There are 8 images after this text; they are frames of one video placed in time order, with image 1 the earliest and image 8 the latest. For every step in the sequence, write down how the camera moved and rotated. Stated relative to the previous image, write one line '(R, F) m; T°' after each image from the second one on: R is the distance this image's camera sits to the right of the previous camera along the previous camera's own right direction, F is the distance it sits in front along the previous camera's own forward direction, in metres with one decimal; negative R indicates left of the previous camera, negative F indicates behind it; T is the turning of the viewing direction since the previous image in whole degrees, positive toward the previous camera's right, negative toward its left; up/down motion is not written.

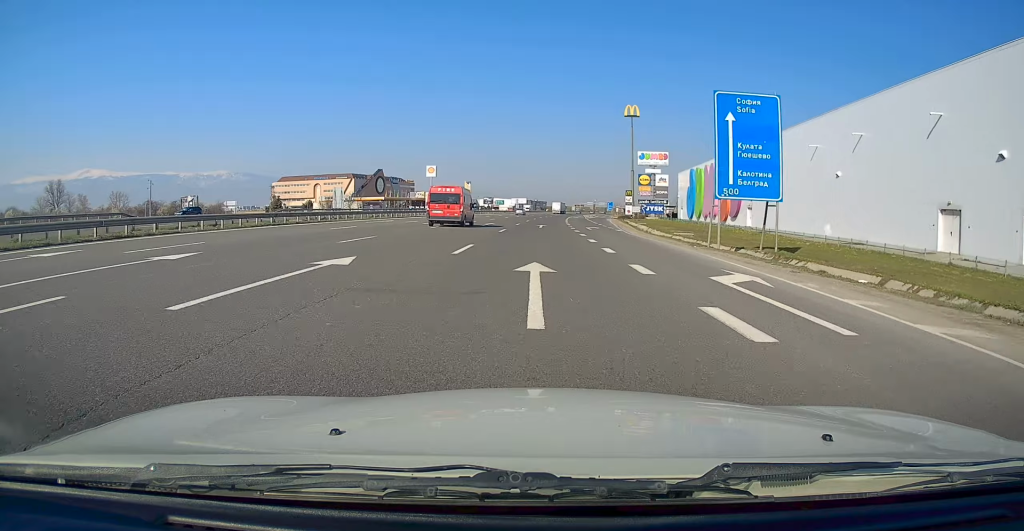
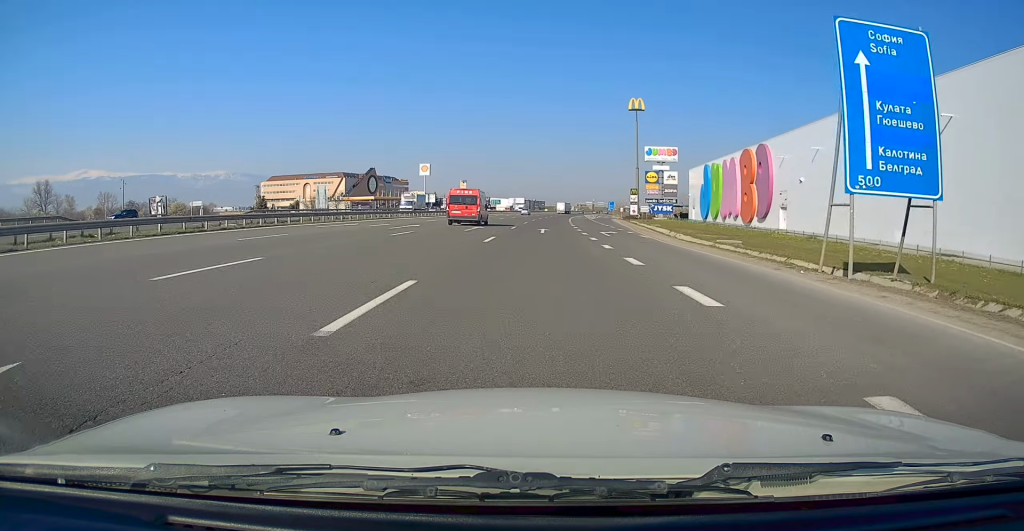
(0.0, +10.0) m; 0°
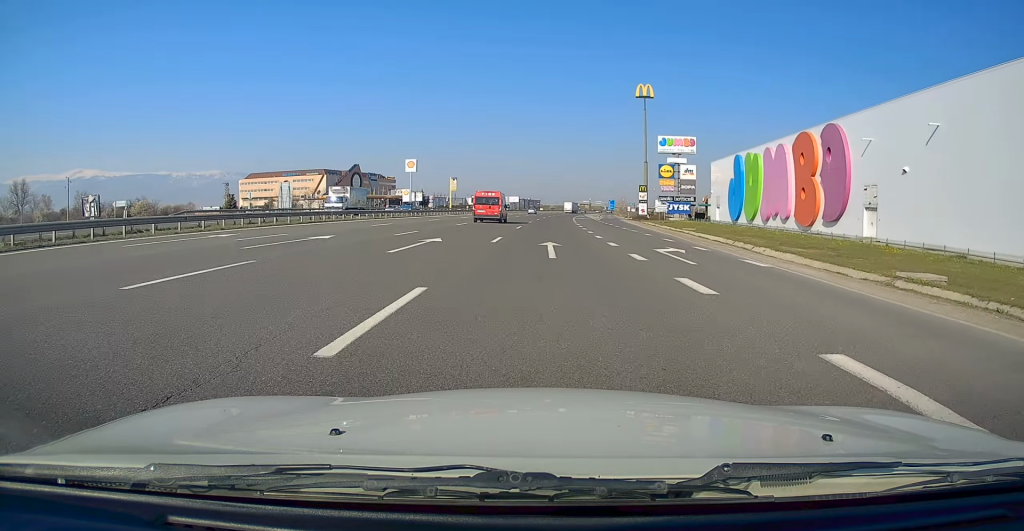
(0.0, +16.9) m; 0°
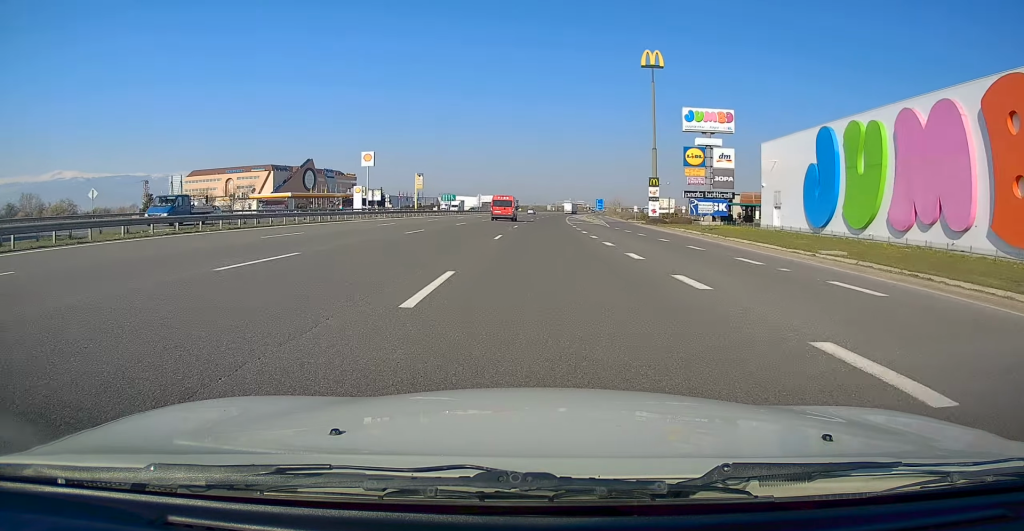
(+0.1, +29.7) m; +1°
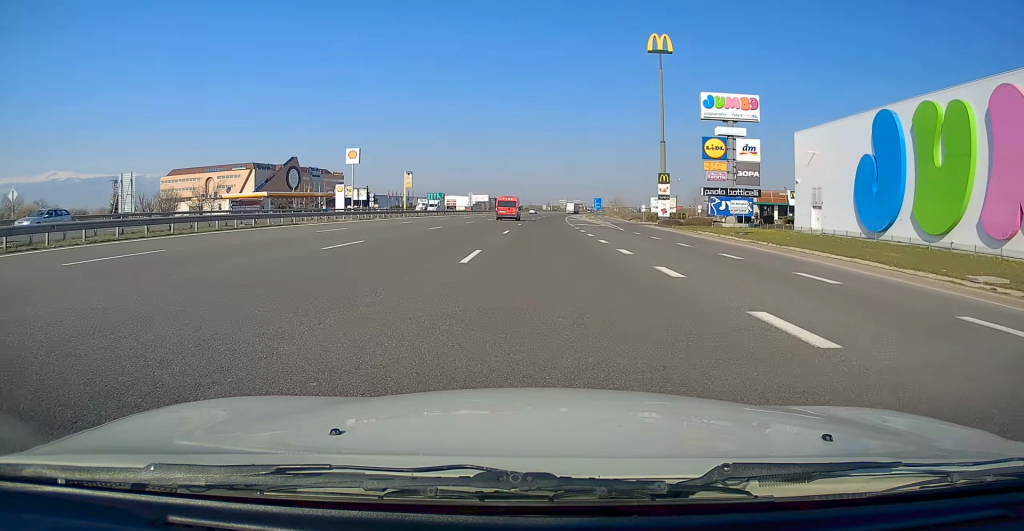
(+0.2, +10.2) m; +1°
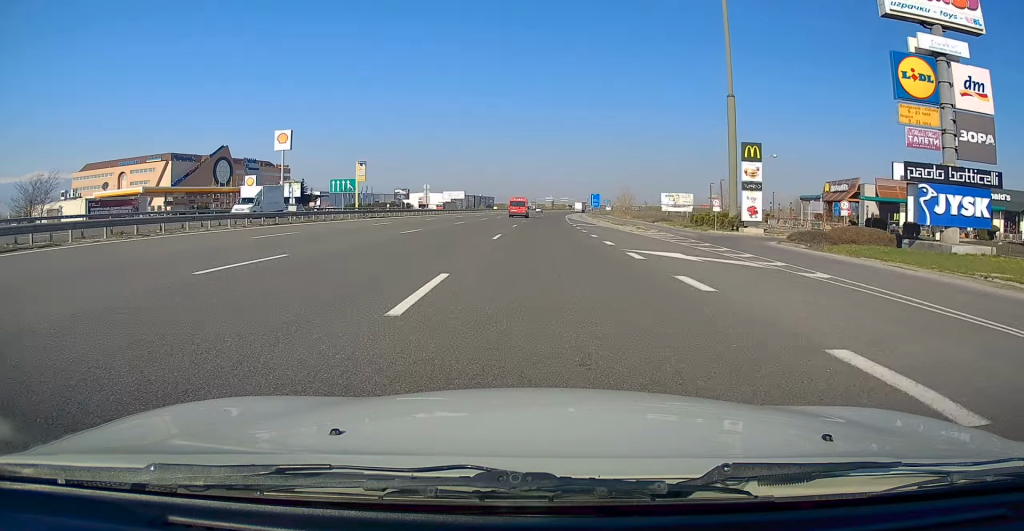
(+0.6, +38.2) m; +2°
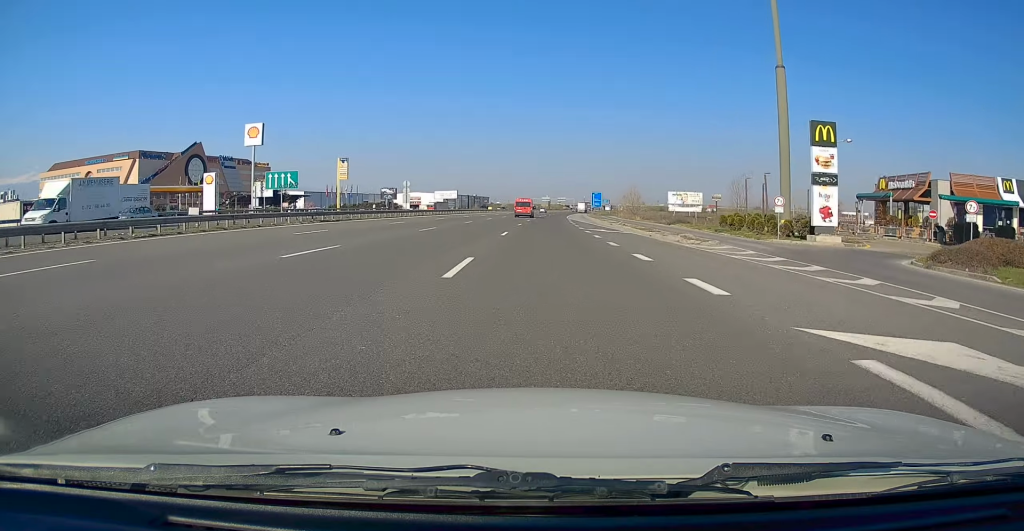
(-0.1, +12.4) m; +1°
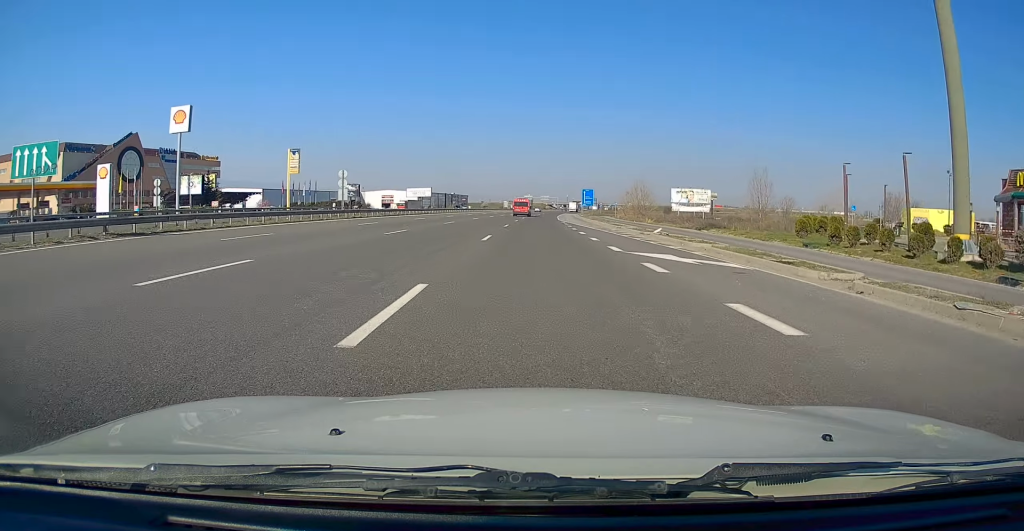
(+0.4, +20.8) m; +1°
